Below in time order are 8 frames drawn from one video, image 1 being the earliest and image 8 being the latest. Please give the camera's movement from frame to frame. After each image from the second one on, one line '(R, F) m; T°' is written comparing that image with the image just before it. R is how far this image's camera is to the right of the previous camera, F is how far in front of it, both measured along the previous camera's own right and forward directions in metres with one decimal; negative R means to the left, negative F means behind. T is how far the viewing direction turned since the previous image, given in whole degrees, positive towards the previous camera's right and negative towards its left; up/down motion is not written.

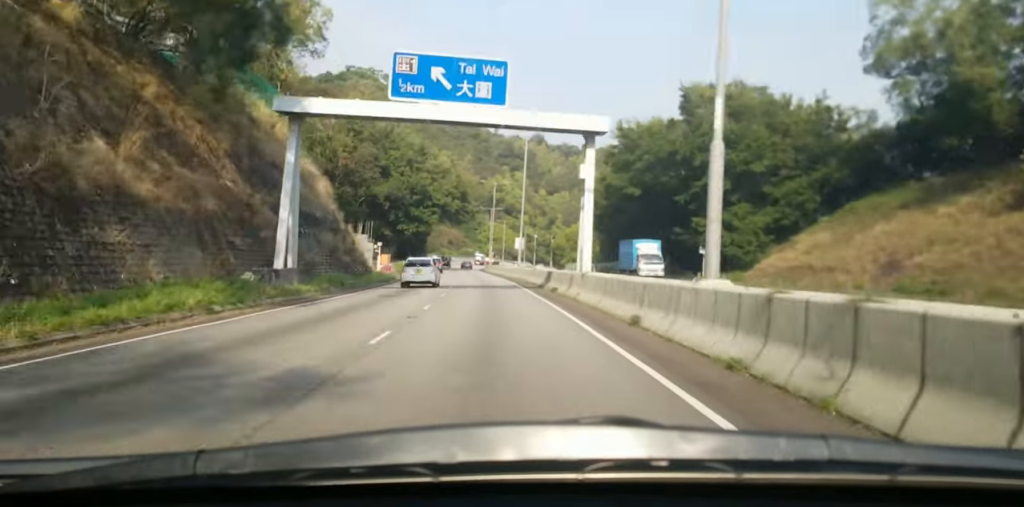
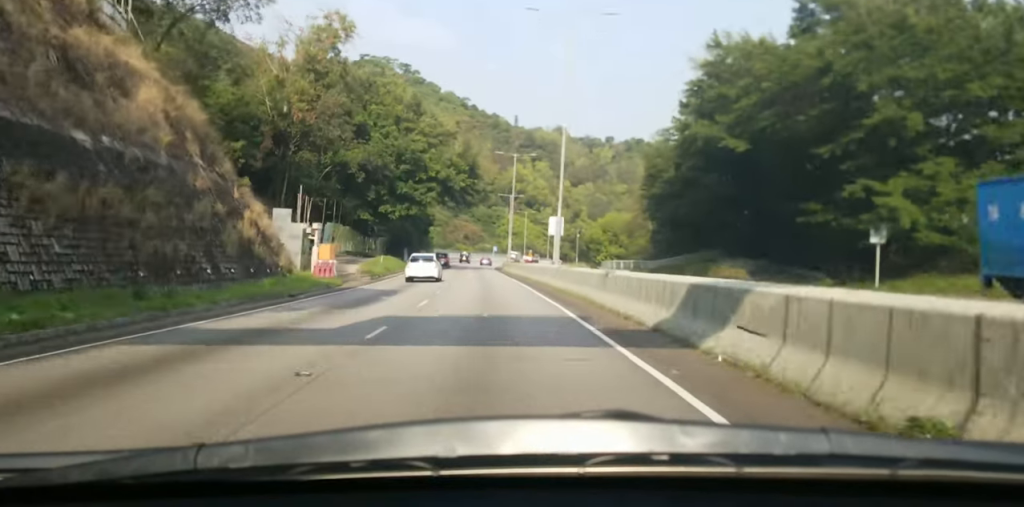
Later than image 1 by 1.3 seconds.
(0.0, +28.2) m; +1°
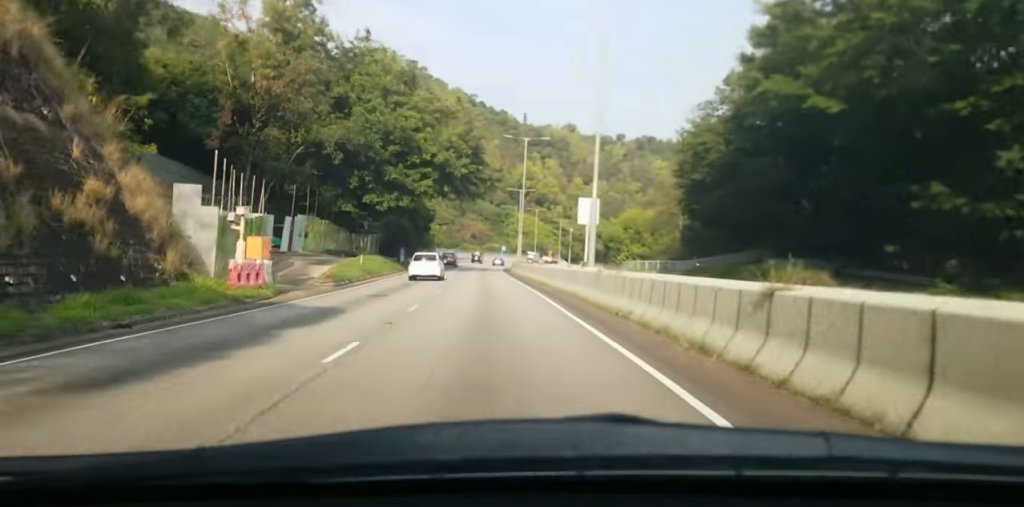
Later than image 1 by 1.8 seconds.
(+0.2, +11.3) m; 0°
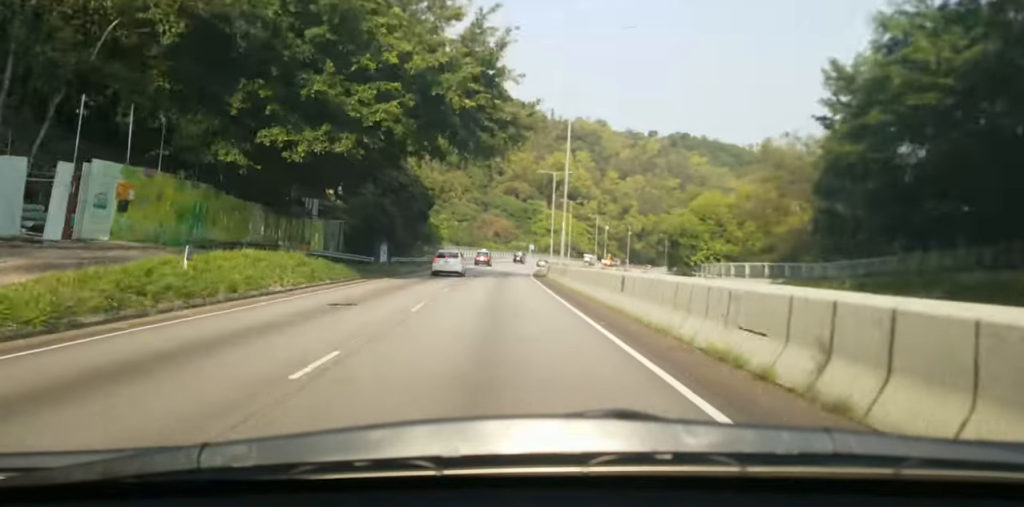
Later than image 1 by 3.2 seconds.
(-0.4, +30.4) m; -1°
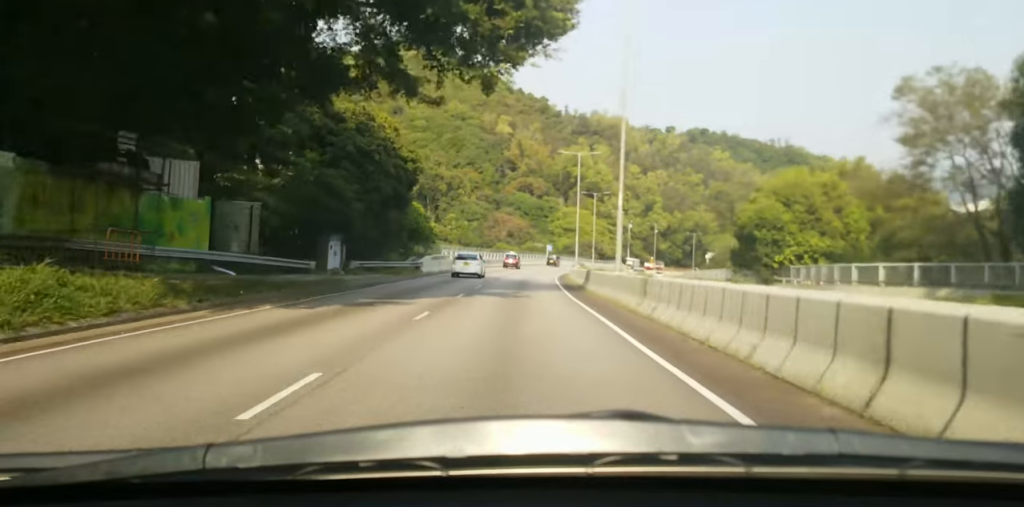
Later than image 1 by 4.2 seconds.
(0.0, +21.5) m; -1°
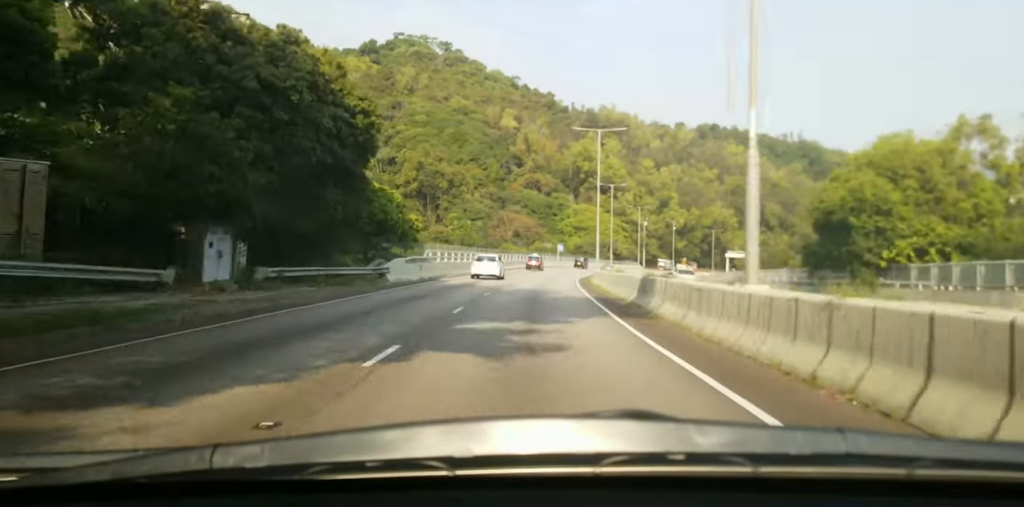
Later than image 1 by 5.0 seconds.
(-0.4, +15.5) m; 0°
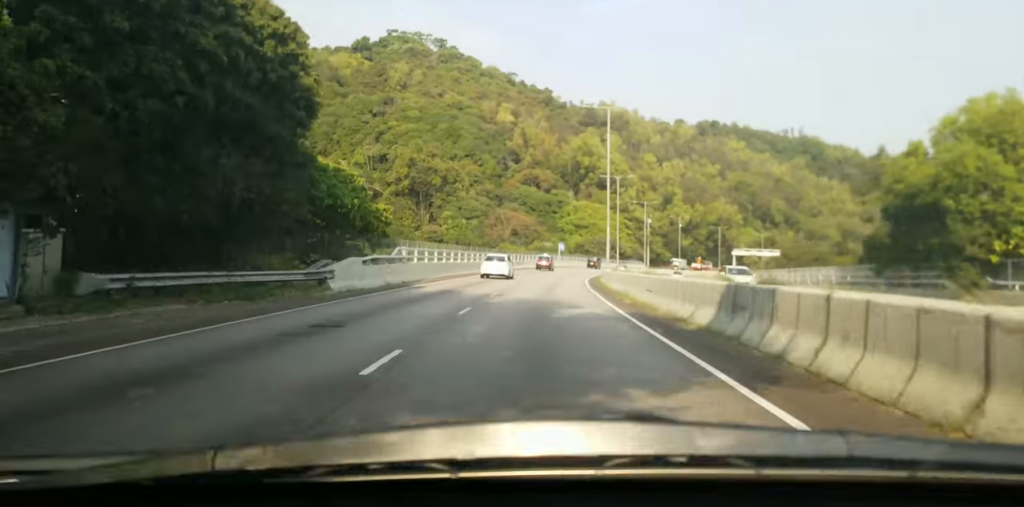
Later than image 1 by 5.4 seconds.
(+0.2, +10.4) m; 0°
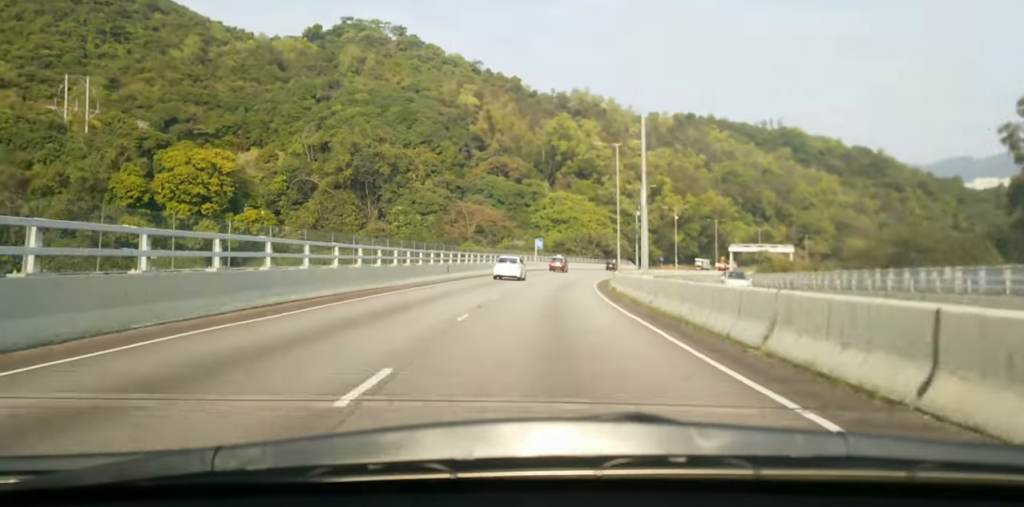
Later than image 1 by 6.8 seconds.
(-0.1, +29.9) m; 0°
